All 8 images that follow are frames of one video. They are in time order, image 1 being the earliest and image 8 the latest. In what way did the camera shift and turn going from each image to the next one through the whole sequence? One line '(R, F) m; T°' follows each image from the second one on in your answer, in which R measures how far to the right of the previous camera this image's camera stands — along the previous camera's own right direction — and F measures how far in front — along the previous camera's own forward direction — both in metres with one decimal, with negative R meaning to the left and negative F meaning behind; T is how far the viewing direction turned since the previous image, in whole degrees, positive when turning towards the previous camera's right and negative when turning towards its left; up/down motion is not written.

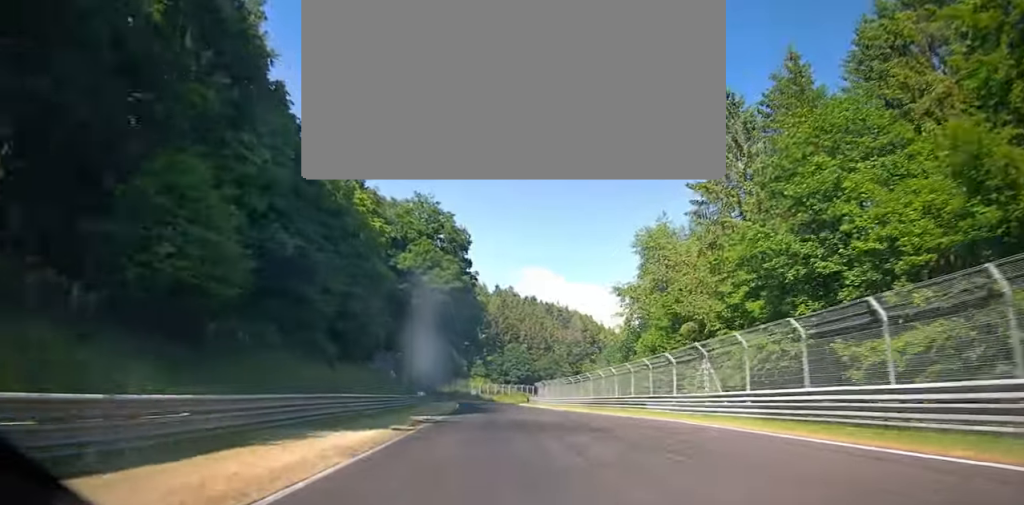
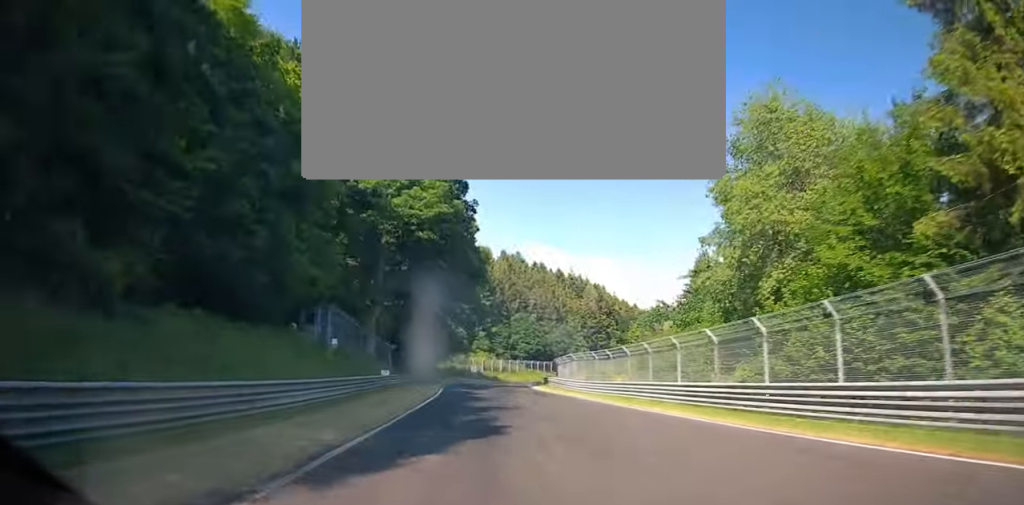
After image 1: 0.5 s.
(0.0, +21.7) m; 0°
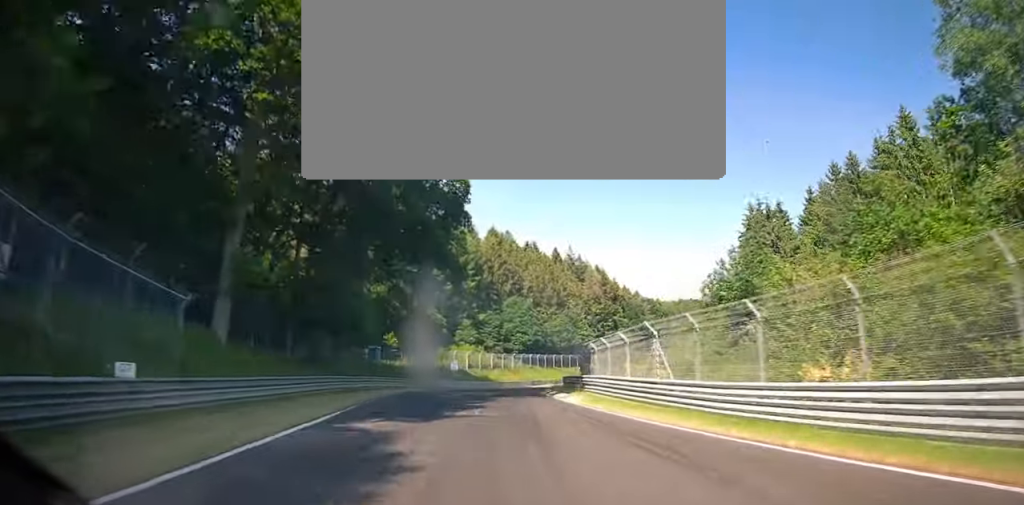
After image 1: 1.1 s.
(-0.2, +27.7) m; -1°
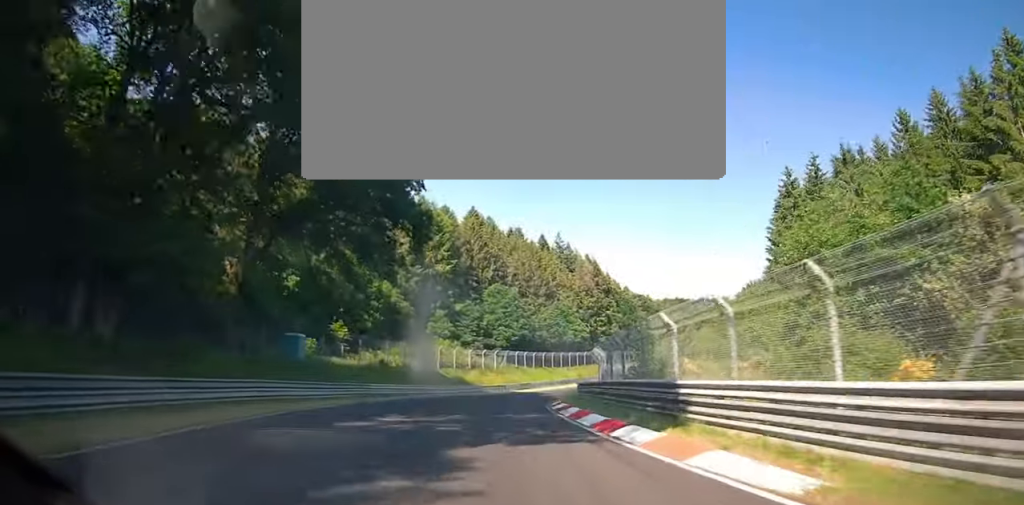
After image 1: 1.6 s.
(-0.2, +18.0) m; +2°
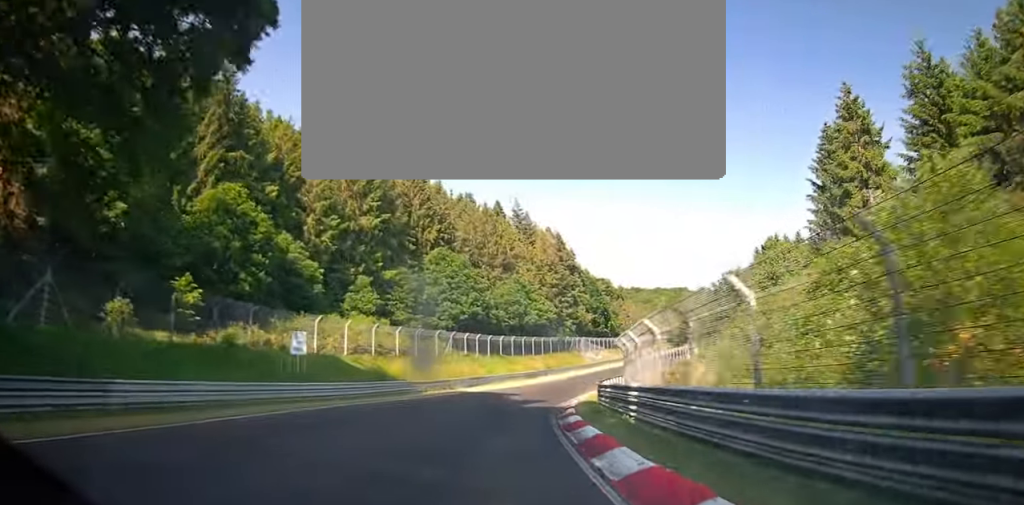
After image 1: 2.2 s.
(-1.2, +24.4) m; +3°
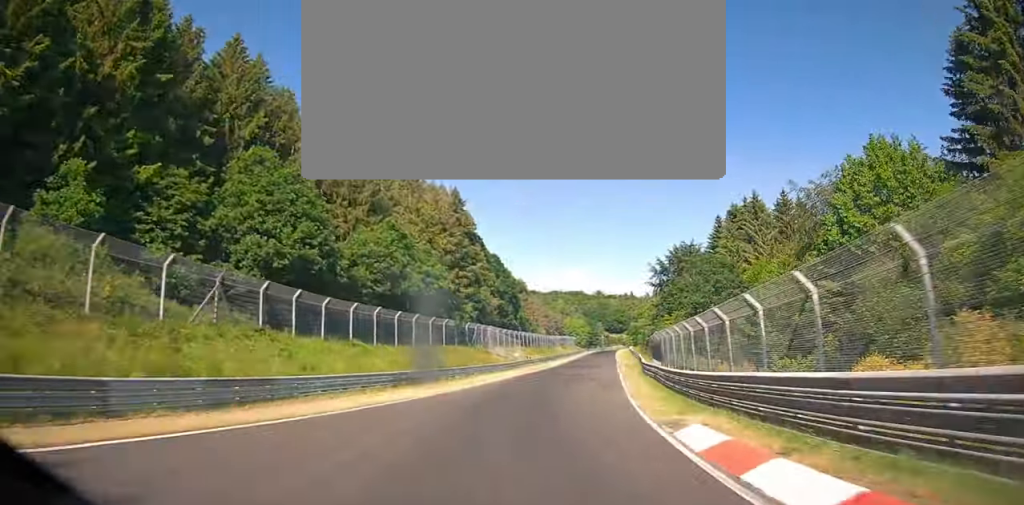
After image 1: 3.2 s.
(+3.9, +35.5) m; +13°
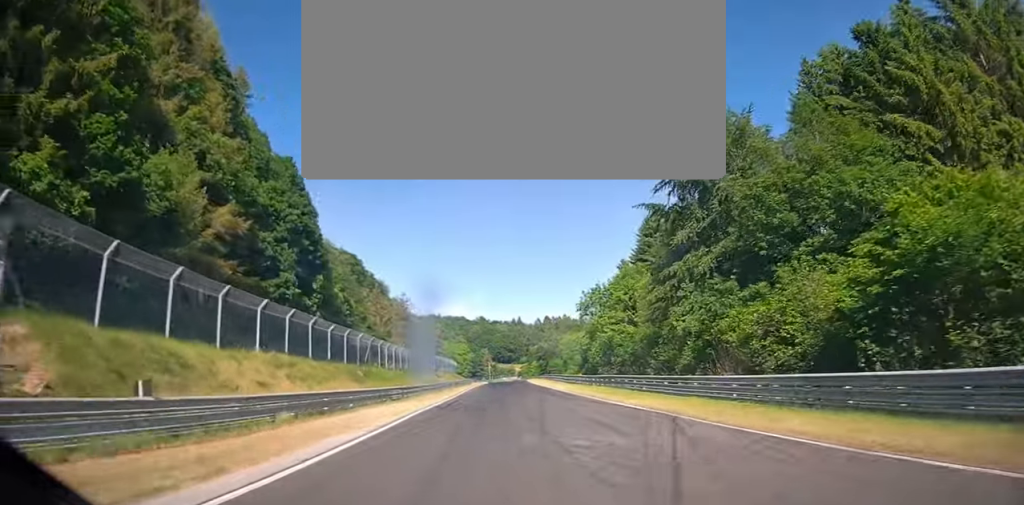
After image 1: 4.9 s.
(+10.9, +65.1) m; +15°
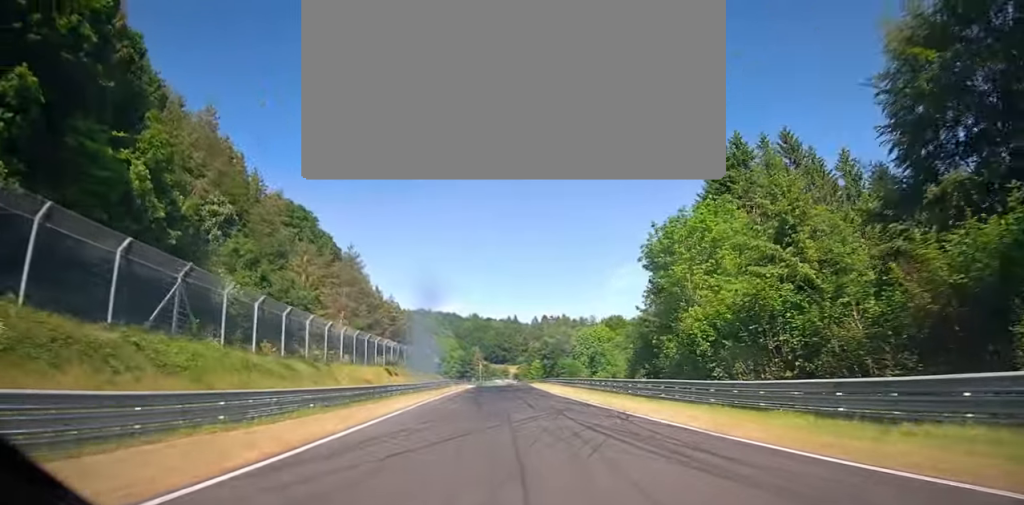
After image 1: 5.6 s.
(+1.7, +30.6) m; +5°
